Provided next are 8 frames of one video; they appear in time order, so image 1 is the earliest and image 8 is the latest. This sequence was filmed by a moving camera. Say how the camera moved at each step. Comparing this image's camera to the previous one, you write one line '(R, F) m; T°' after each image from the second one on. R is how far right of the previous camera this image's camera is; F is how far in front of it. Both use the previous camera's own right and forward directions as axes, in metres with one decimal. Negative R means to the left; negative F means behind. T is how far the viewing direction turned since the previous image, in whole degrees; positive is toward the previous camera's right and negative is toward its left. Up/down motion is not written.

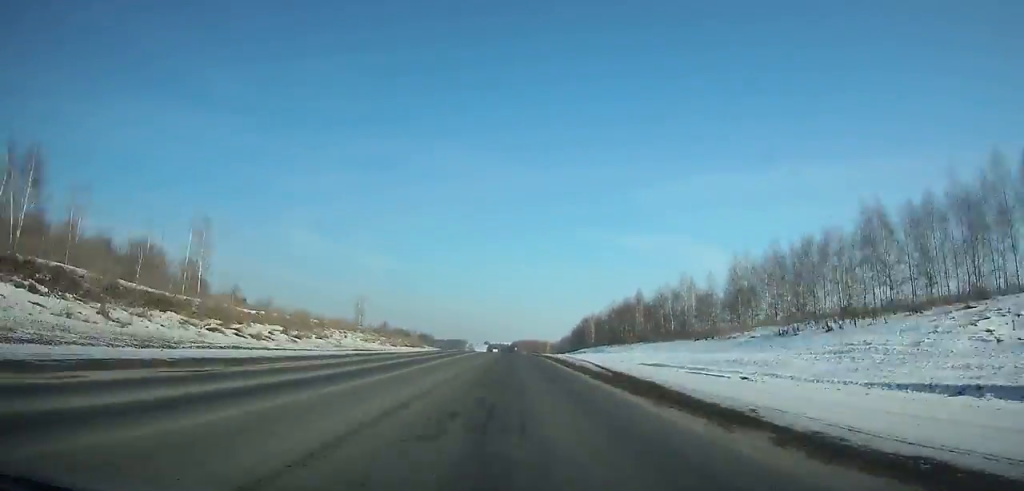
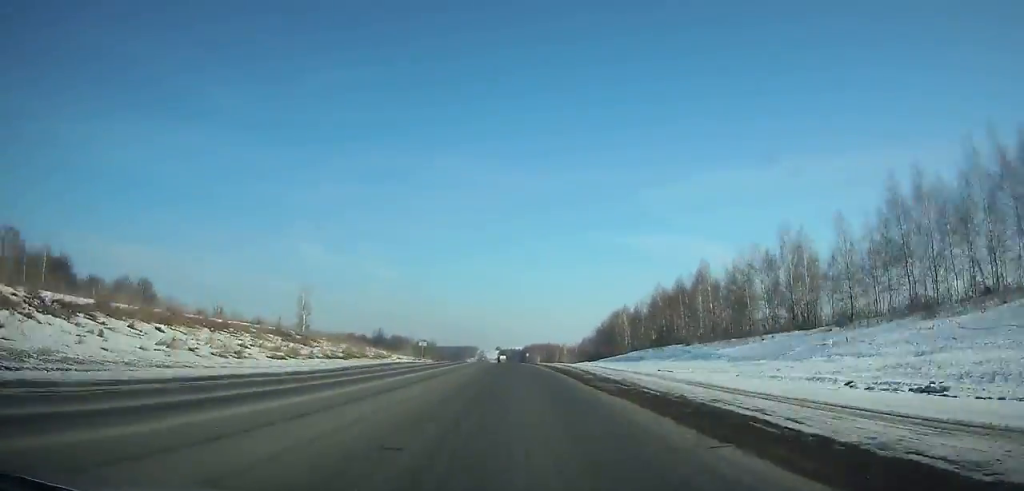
(-0.1, +45.4) m; -1°
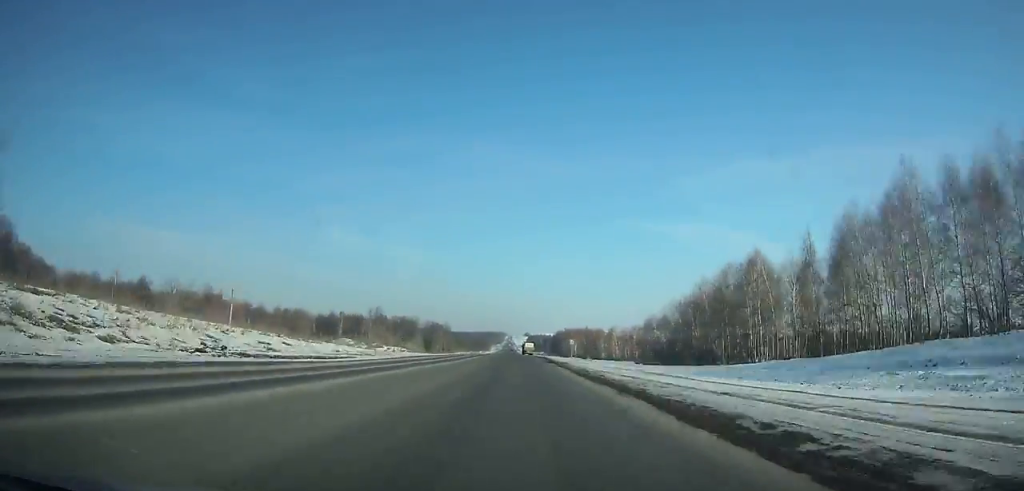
(-1.8, +76.7) m; -2°
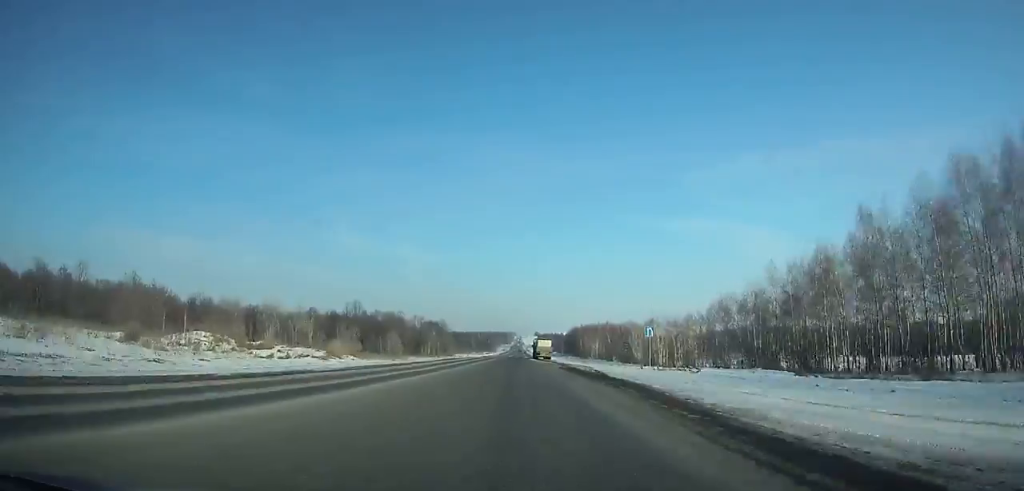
(-0.7, +54.2) m; -1°
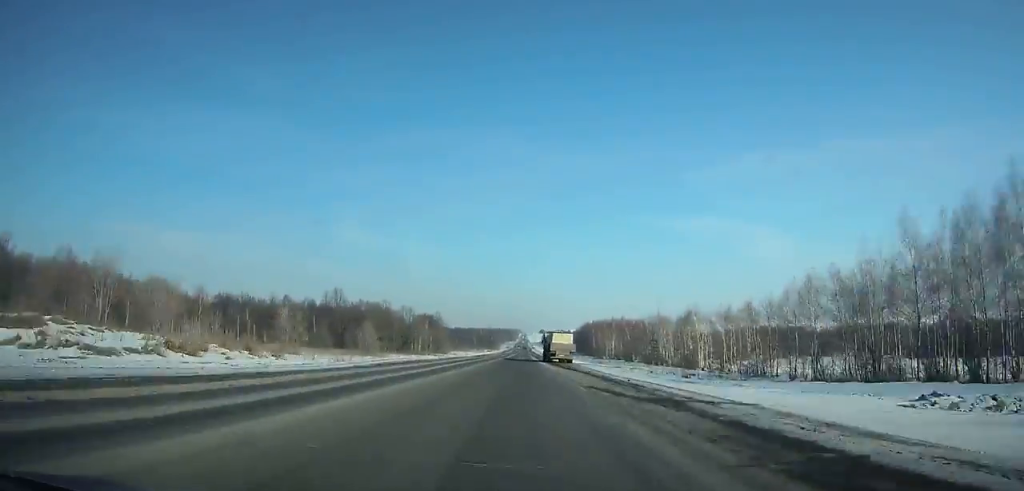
(-0.1, +33.3) m; 0°
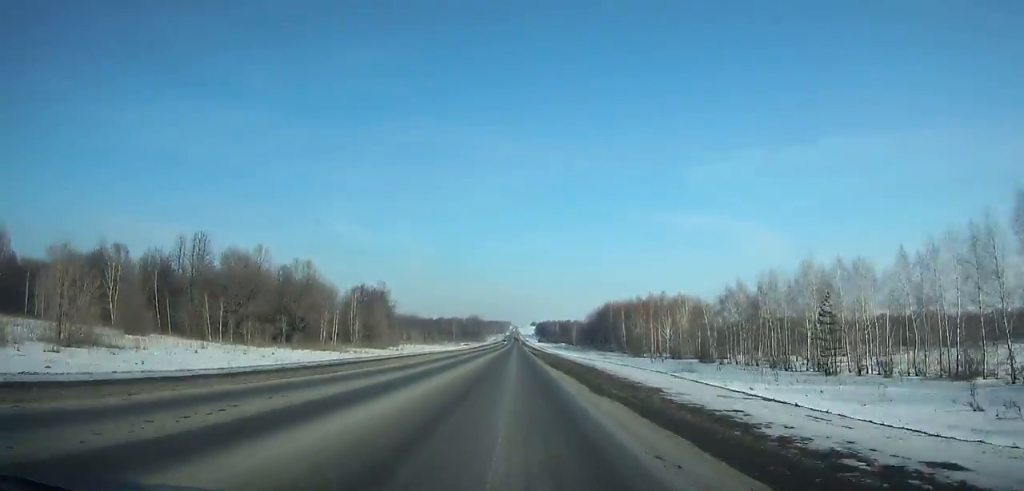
(+0.2, +93.6) m; 0°
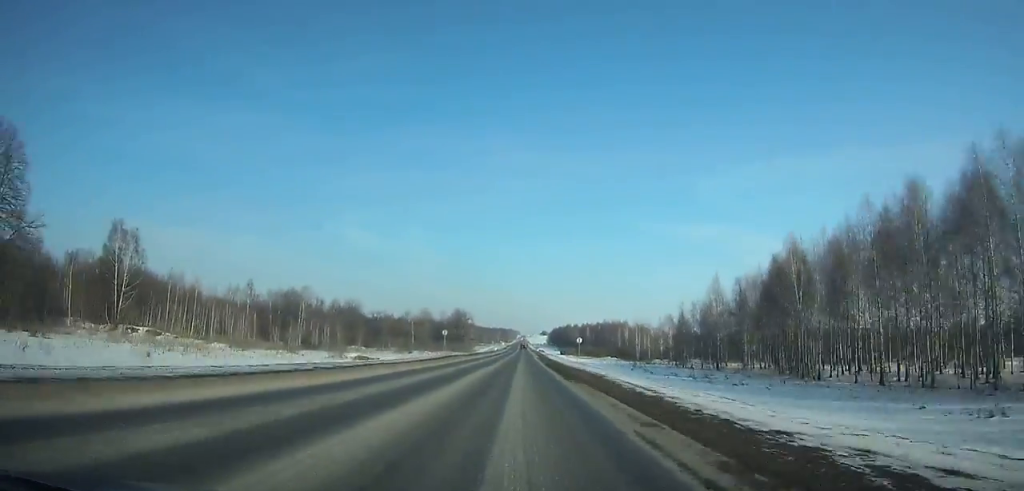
(+0.4, +161.0) m; 0°
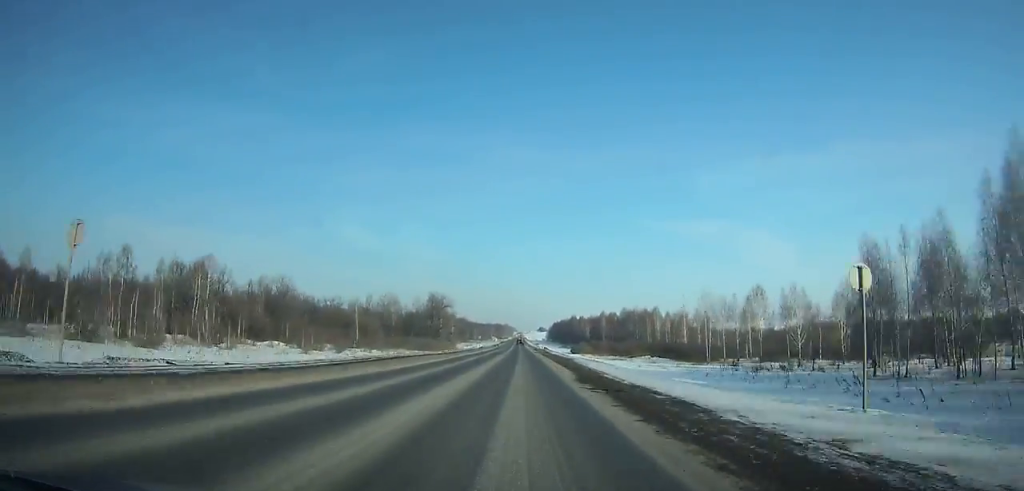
(0.0, +65.7) m; 0°
